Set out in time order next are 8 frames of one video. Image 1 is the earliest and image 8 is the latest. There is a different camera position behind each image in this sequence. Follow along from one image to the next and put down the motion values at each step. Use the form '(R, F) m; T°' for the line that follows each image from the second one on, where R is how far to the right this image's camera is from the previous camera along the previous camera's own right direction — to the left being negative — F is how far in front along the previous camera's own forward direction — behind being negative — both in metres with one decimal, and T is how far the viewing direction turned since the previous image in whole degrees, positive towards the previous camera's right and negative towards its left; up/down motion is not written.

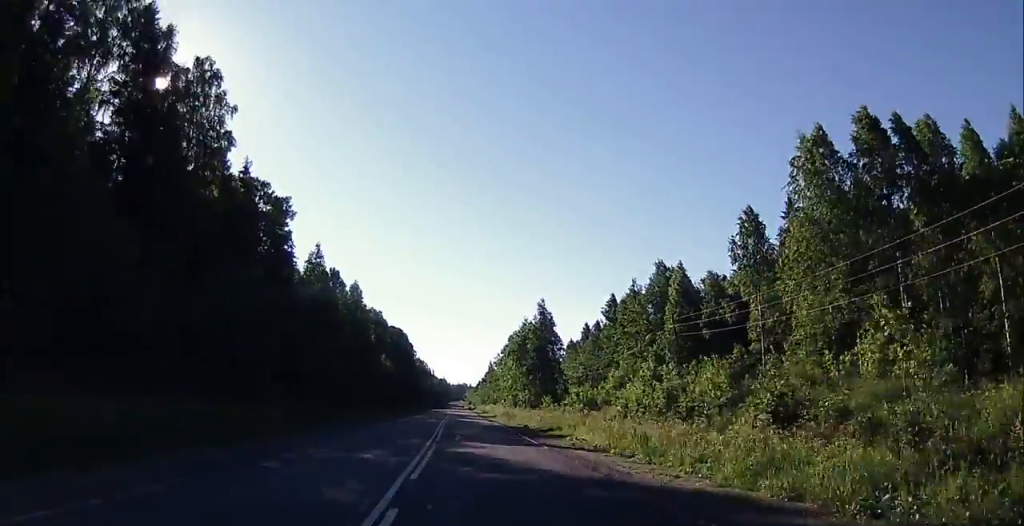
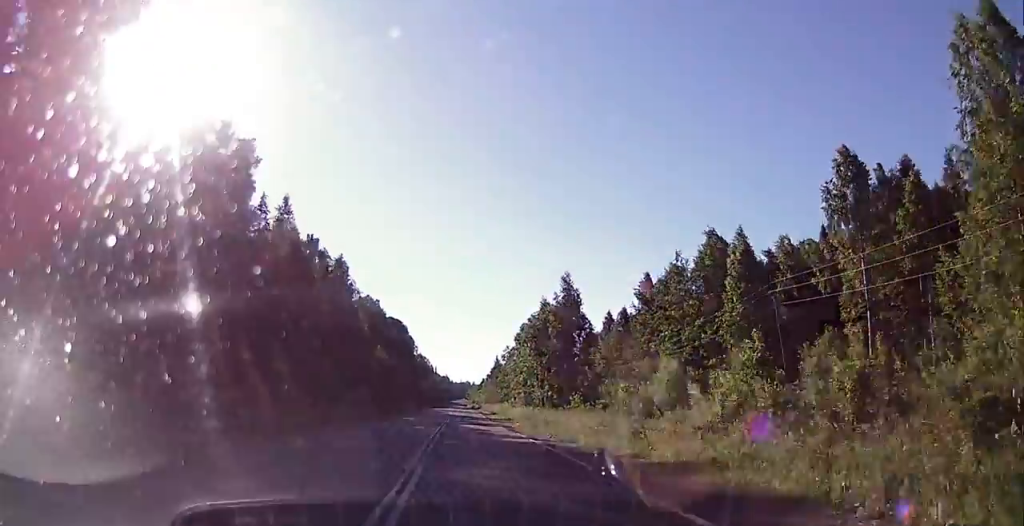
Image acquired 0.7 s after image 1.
(+0.2, +17.0) m; 0°
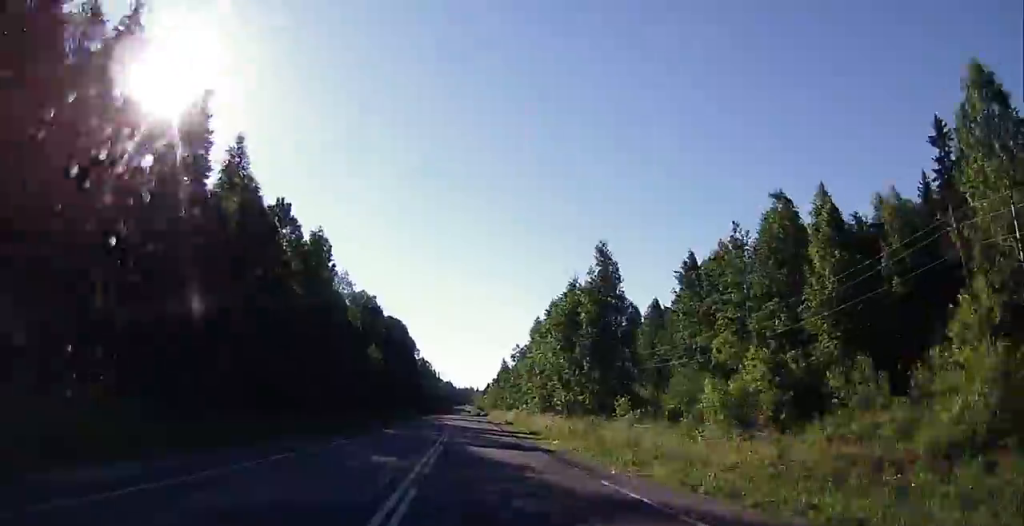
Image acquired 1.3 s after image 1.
(-0.6, +15.3) m; -1°
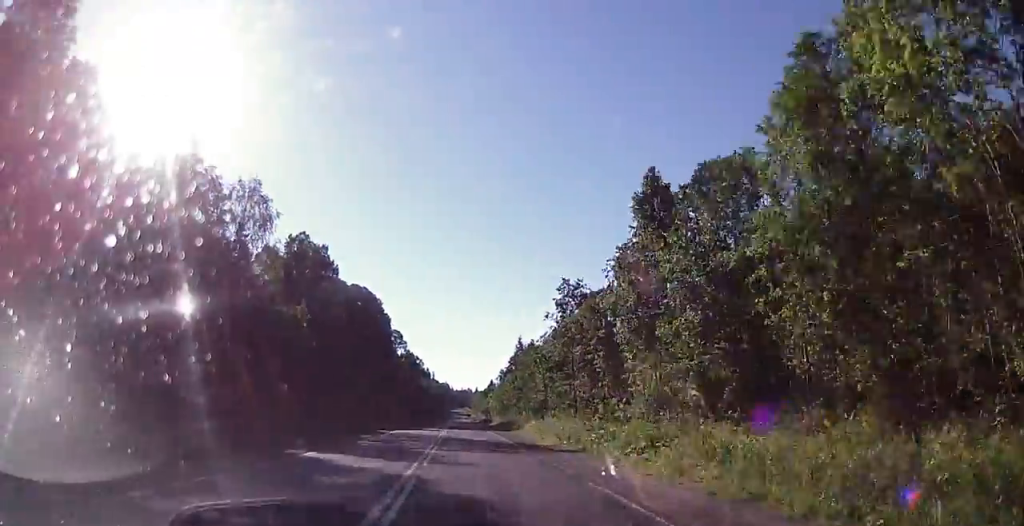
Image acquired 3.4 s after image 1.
(+0.4, +56.4) m; -1°
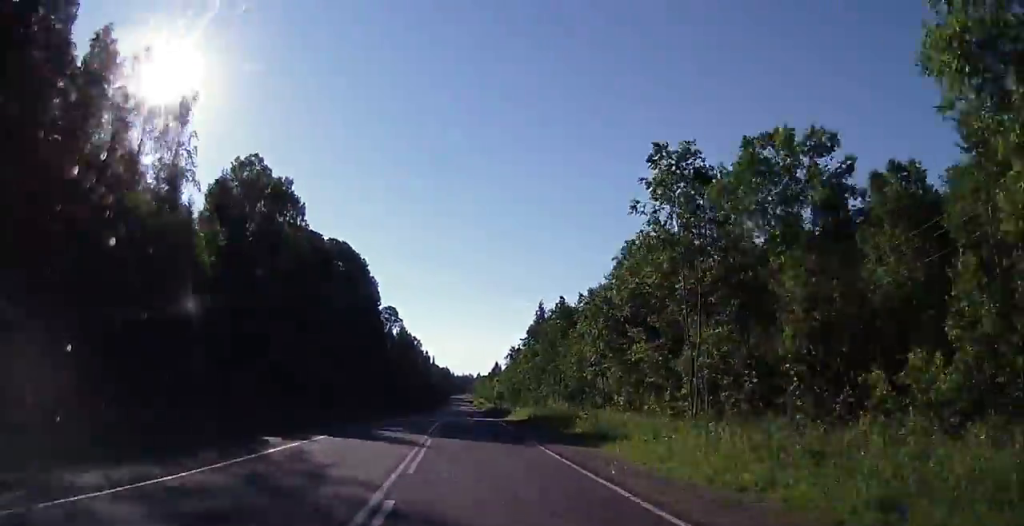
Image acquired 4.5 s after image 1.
(-0.6, +27.2) m; -1°
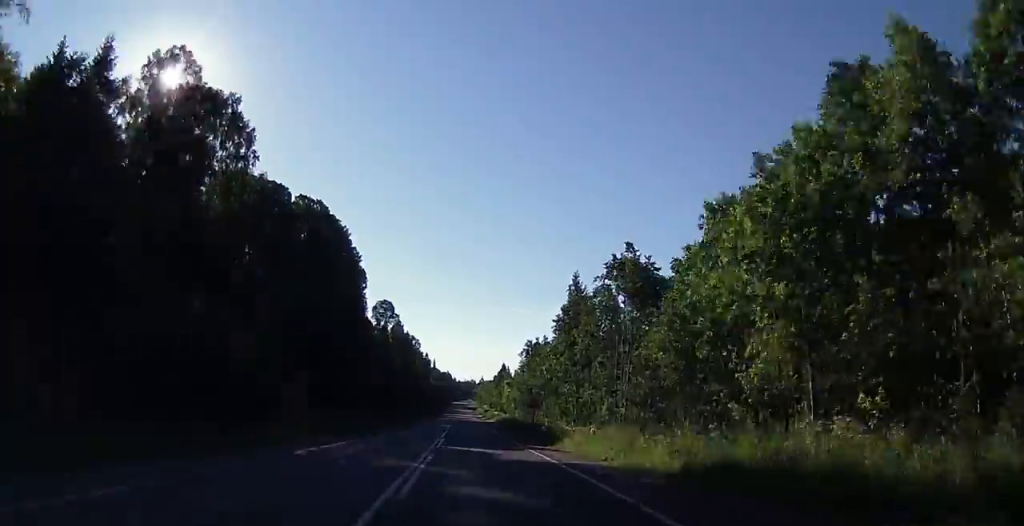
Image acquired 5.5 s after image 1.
(+0.1, +26.1) m; +2°
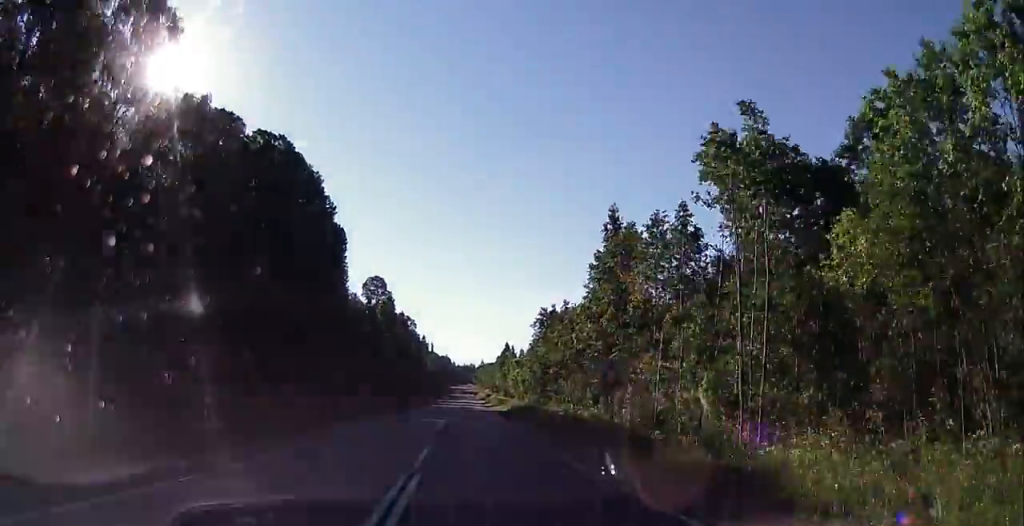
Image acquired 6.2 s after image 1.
(+0.6, +18.7) m; +1°
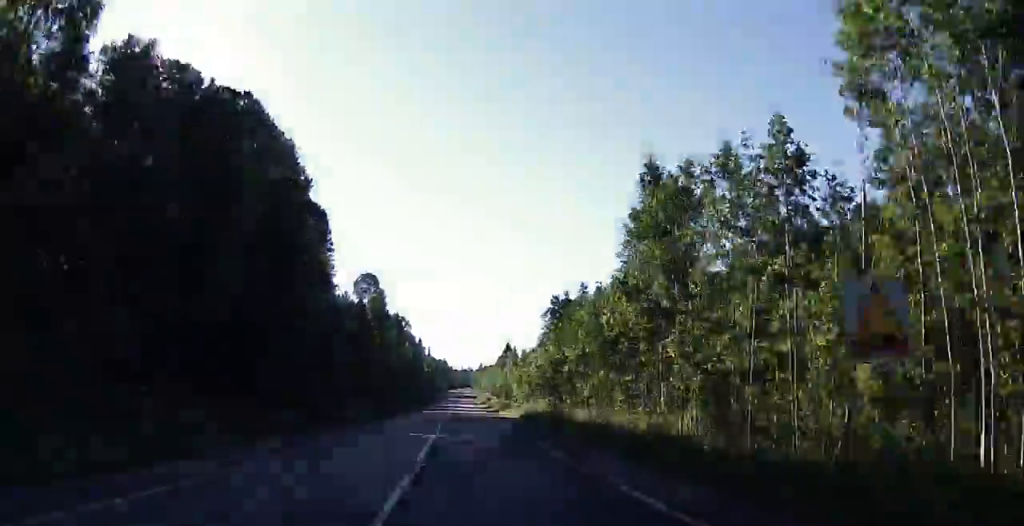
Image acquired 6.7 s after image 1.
(+0.1, +11.9) m; 0°
